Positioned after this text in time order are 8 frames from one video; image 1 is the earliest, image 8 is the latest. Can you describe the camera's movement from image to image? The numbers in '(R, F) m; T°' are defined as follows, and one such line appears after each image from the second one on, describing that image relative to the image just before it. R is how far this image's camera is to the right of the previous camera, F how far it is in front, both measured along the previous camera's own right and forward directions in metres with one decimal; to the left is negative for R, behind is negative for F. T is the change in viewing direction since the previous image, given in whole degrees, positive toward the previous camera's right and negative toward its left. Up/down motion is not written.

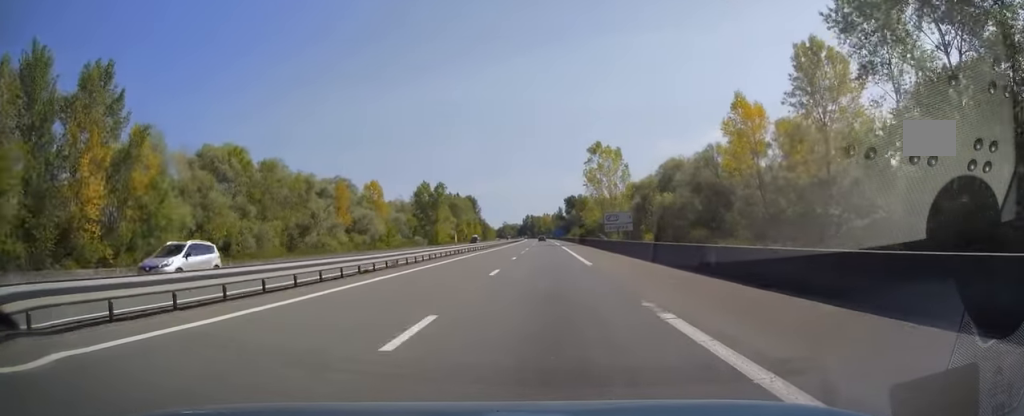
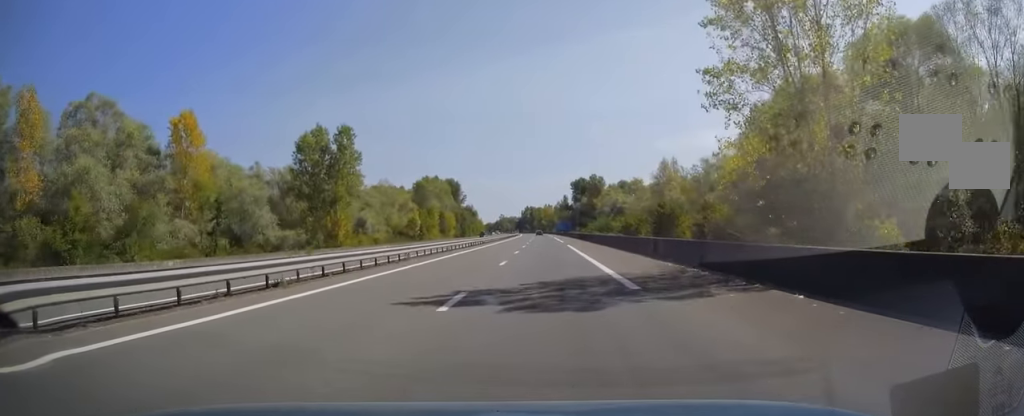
(+0.1, +64.0) m; 0°
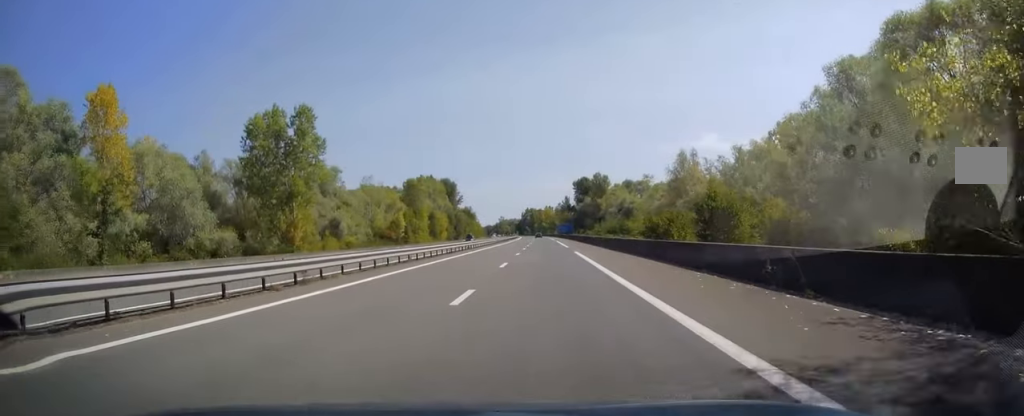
(0.0, +12.3) m; 0°
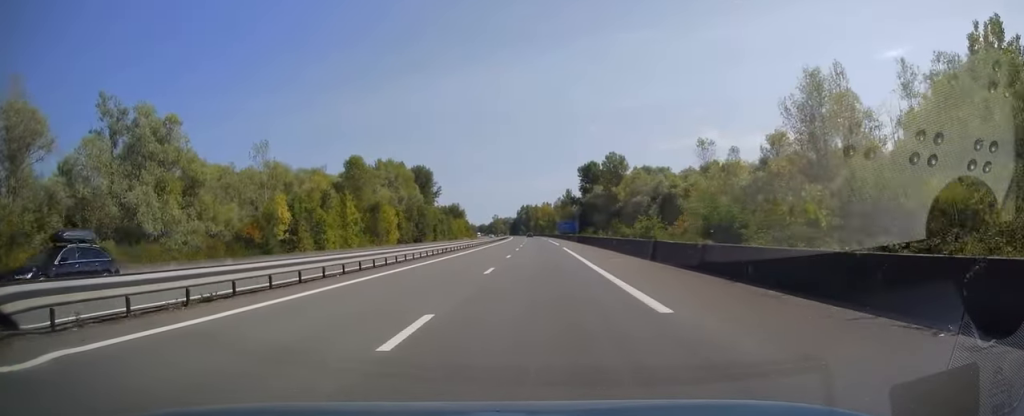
(+0.1, +43.3) m; 0°
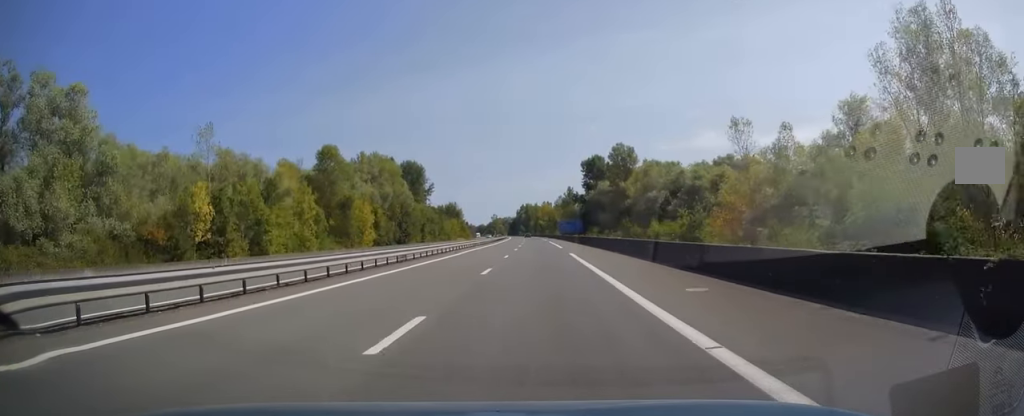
(0.0, +13.3) m; 0°
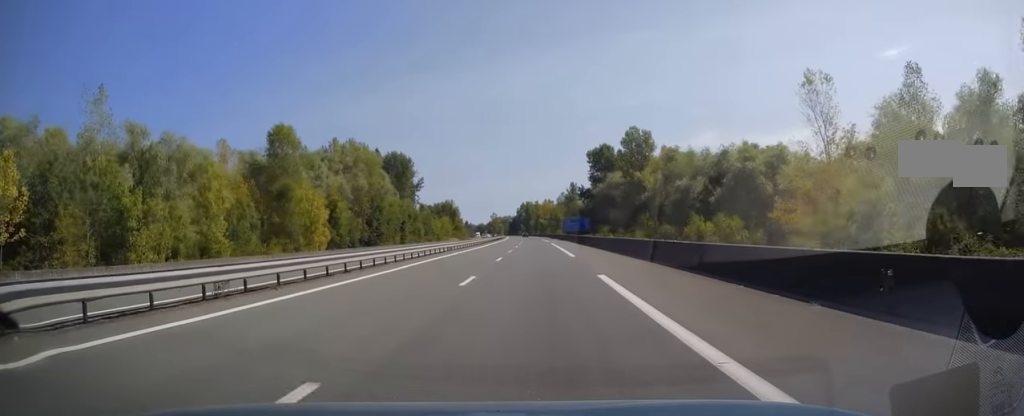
(-0.1, +17.7) m; 0°
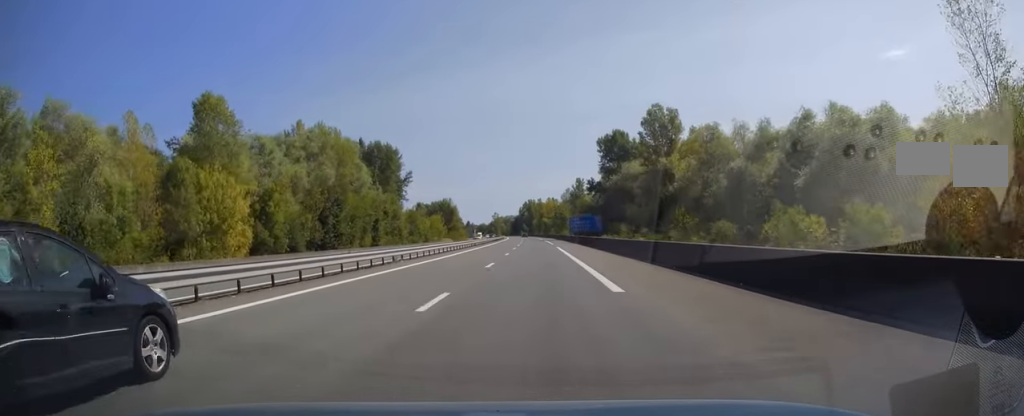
(0.0, +18.2) m; 0°
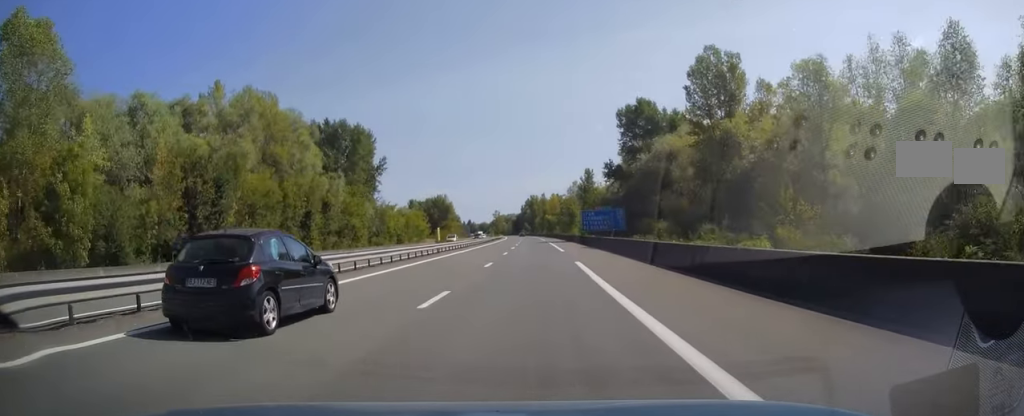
(0.0, +26.0) m; 0°
